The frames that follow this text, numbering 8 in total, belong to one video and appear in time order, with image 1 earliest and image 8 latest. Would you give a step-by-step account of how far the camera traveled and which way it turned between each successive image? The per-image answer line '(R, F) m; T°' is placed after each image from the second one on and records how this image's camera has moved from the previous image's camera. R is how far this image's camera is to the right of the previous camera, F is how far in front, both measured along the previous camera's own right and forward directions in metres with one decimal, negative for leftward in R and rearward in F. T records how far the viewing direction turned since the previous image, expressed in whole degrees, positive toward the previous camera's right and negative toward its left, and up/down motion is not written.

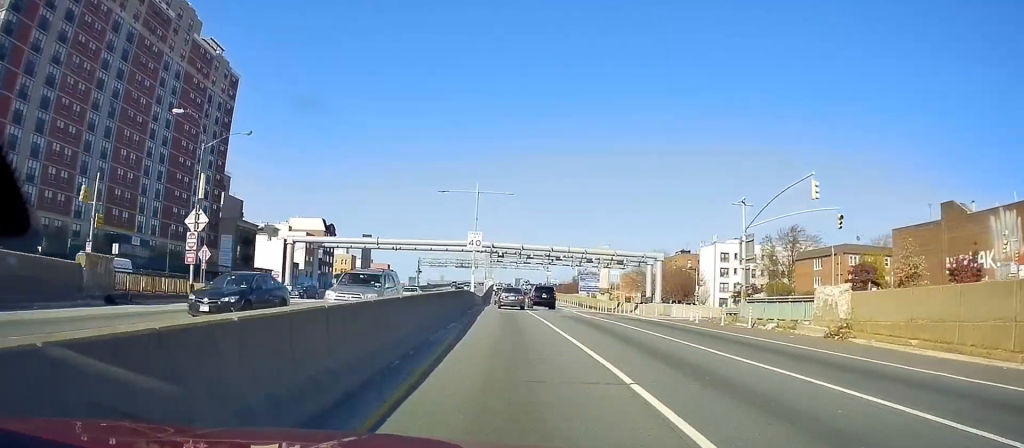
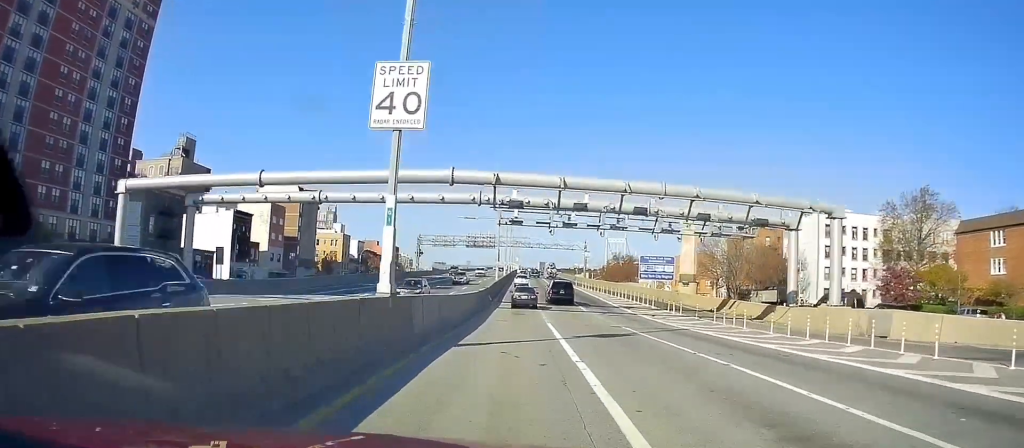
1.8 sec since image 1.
(-0.6, +36.2) m; -4°
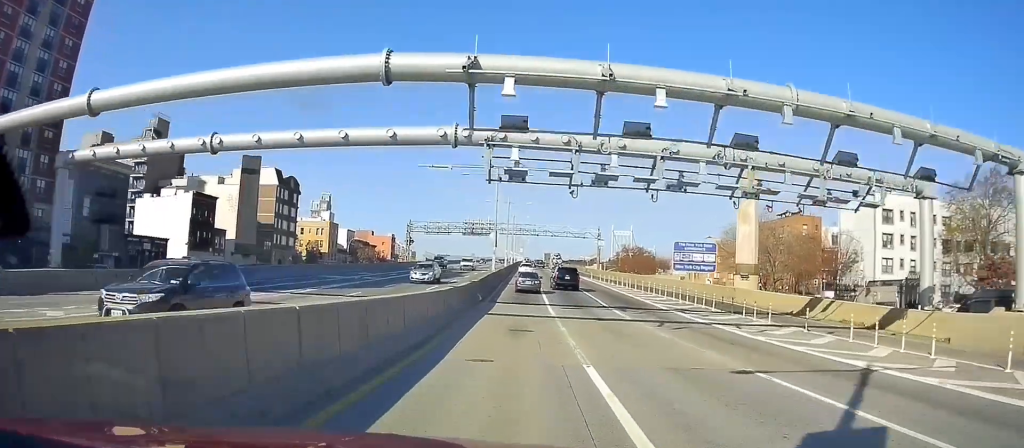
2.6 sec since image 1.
(-0.5, +15.1) m; -2°
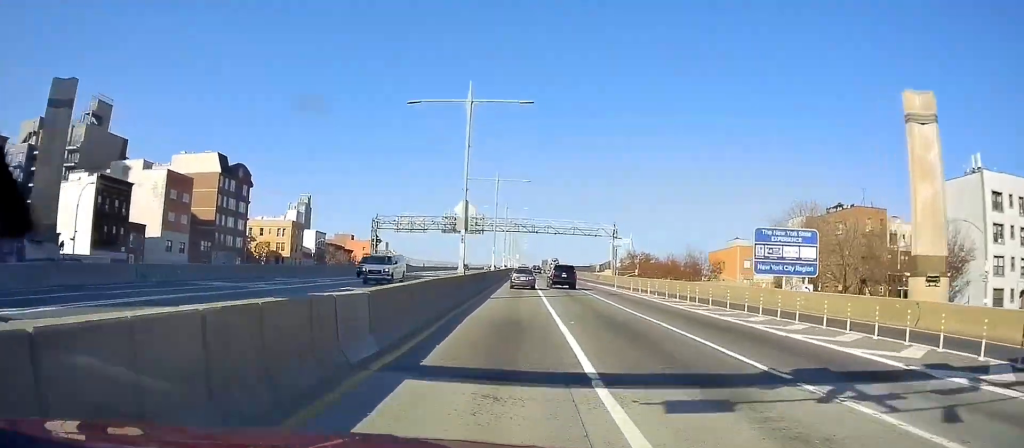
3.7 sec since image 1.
(+0.1, +22.7) m; +1°
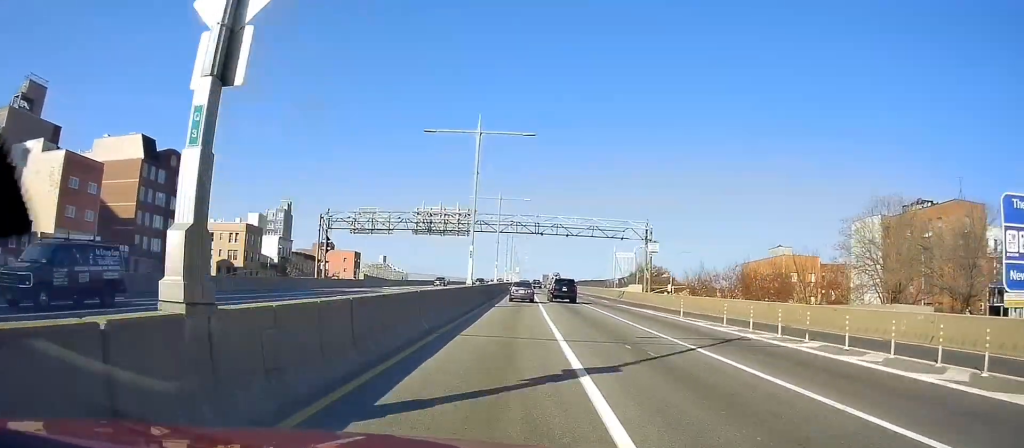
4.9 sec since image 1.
(+0.2, +23.0) m; +1°
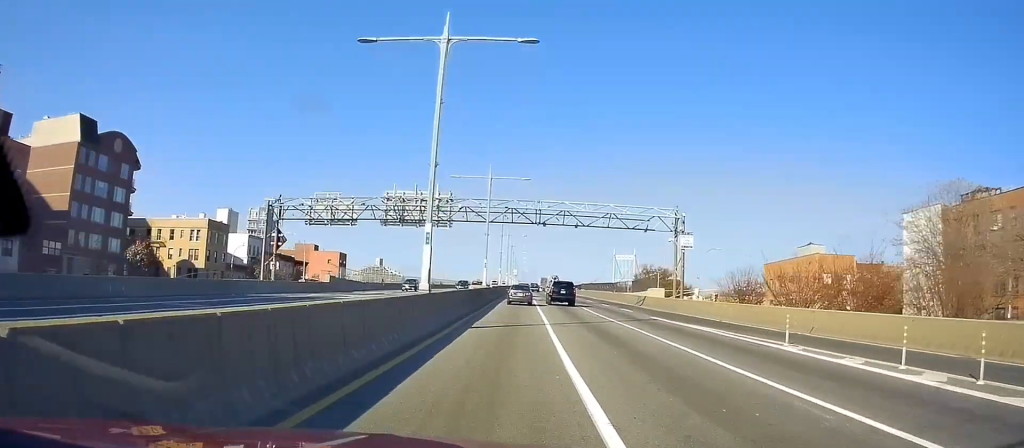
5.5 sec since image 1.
(+0.2, +13.5) m; 0°
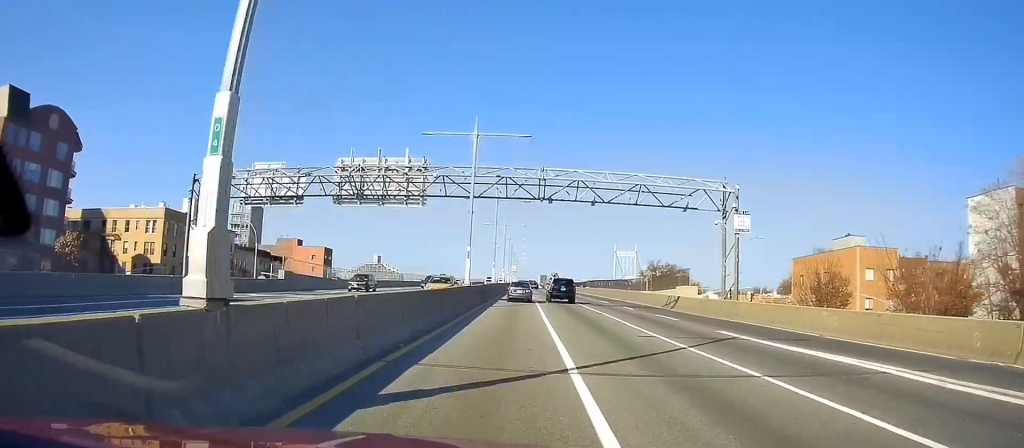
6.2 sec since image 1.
(-0.2, +12.6) m; 0°
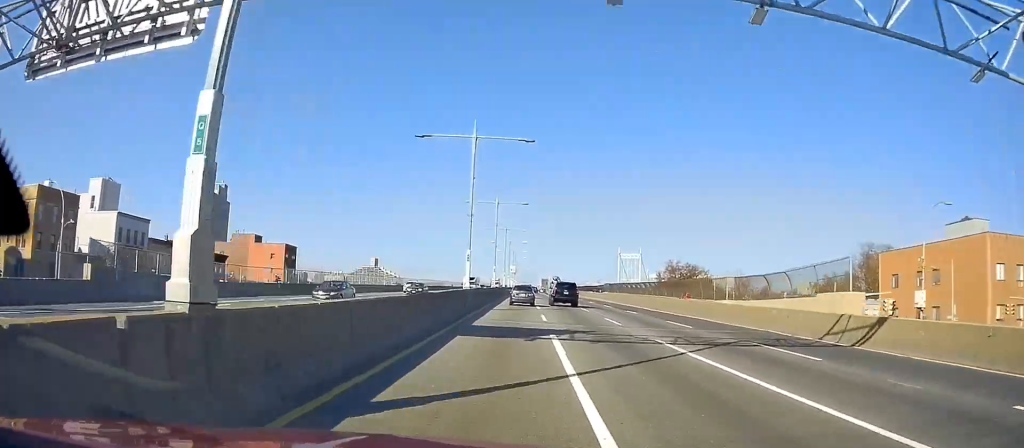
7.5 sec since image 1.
(+0.3, +26.4) m; 0°
